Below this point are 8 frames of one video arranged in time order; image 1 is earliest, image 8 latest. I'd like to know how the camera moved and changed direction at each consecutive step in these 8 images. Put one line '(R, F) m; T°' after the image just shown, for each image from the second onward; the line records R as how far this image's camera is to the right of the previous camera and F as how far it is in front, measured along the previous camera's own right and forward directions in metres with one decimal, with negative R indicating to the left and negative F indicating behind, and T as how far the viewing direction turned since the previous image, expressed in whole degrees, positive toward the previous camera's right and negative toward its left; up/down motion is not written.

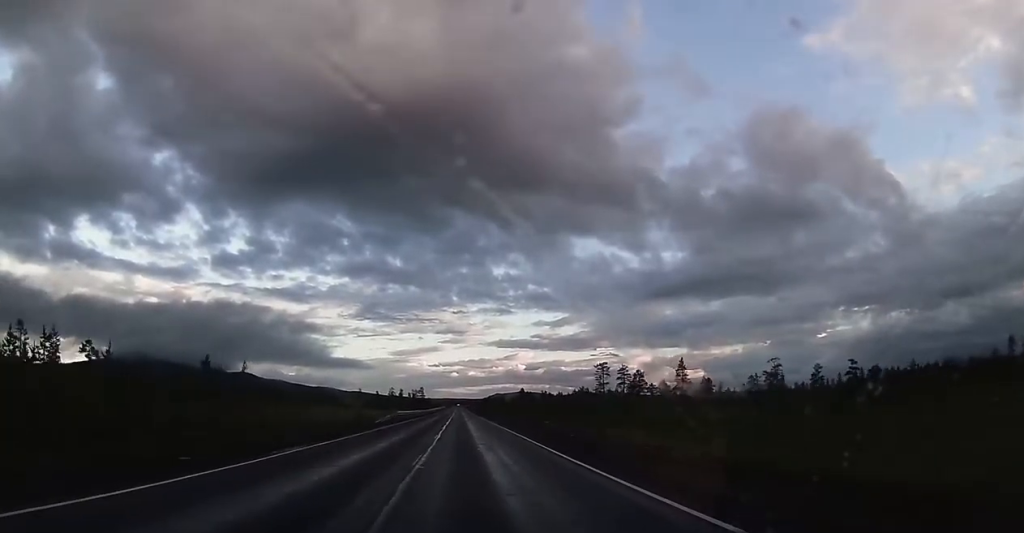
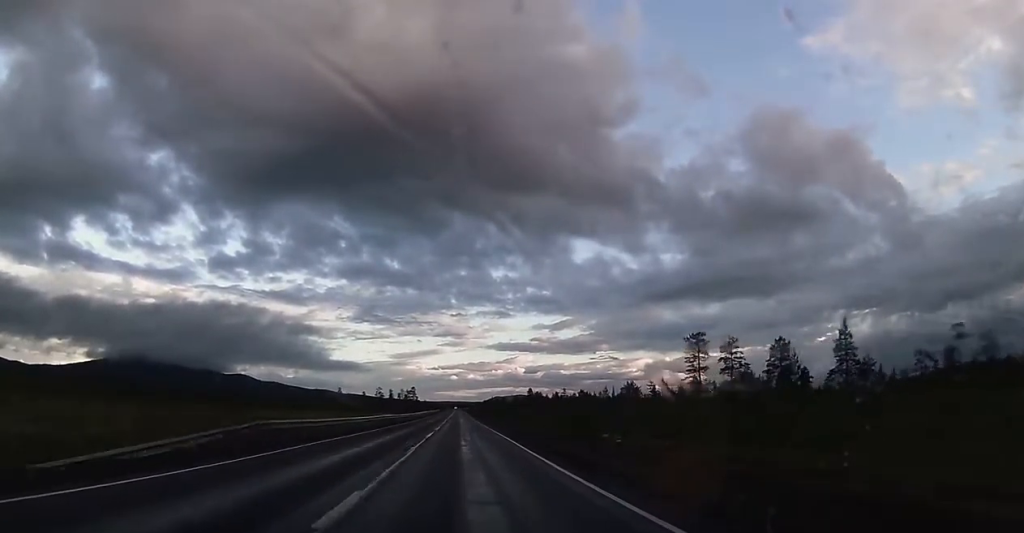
(0.0, +43.5) m; 0°
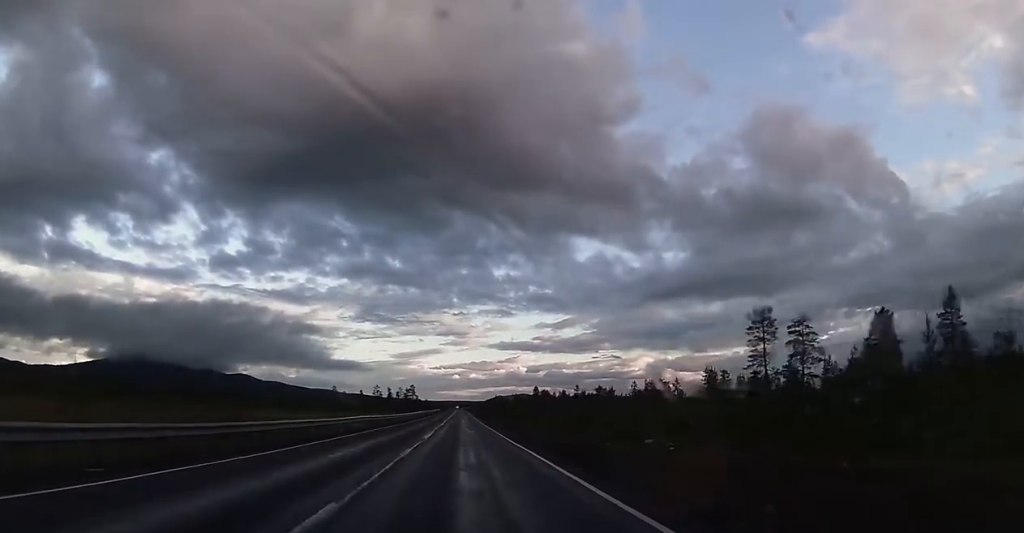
(-0.1, +13.5) m; 0°
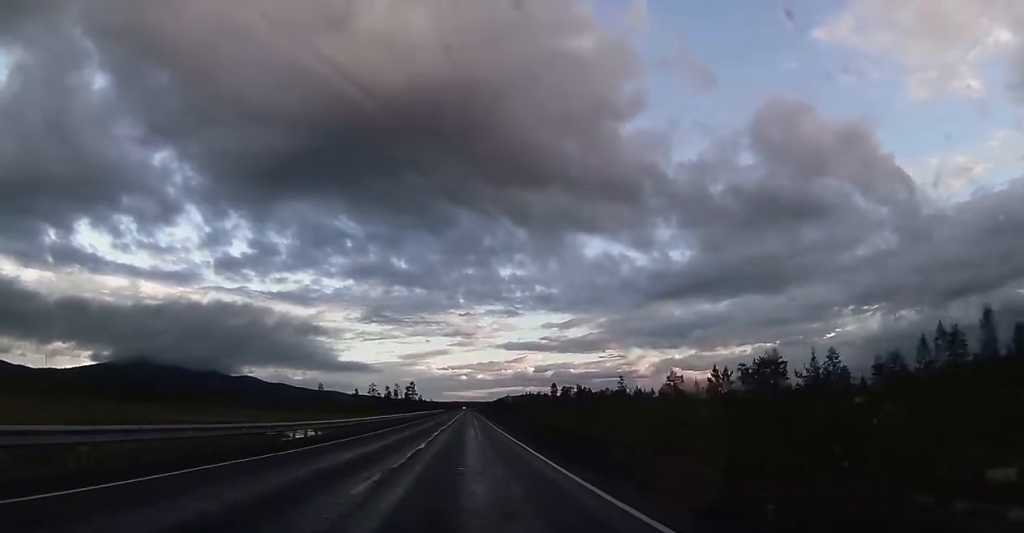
(0.0, +31.7) m; 0°
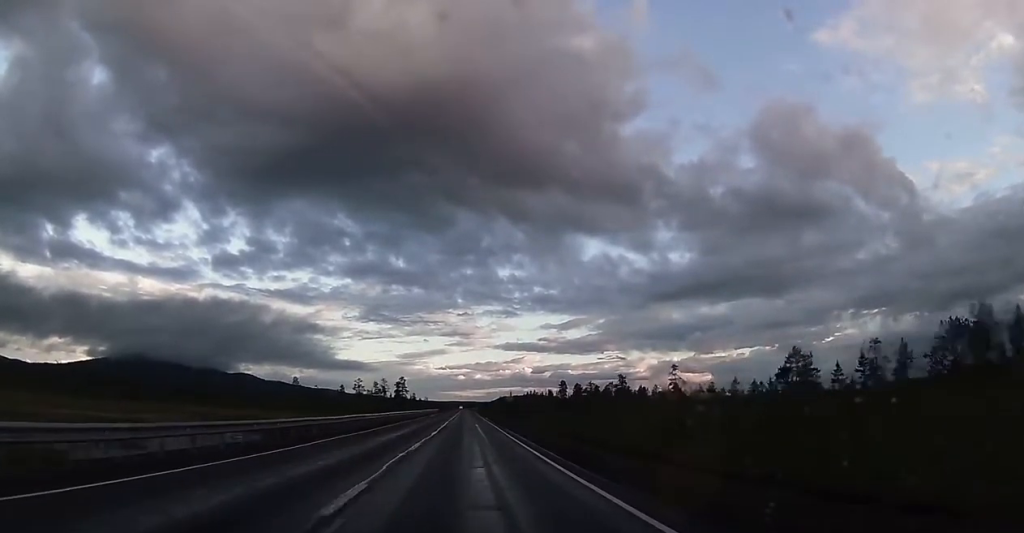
(0.0, +26.0) m; 0°
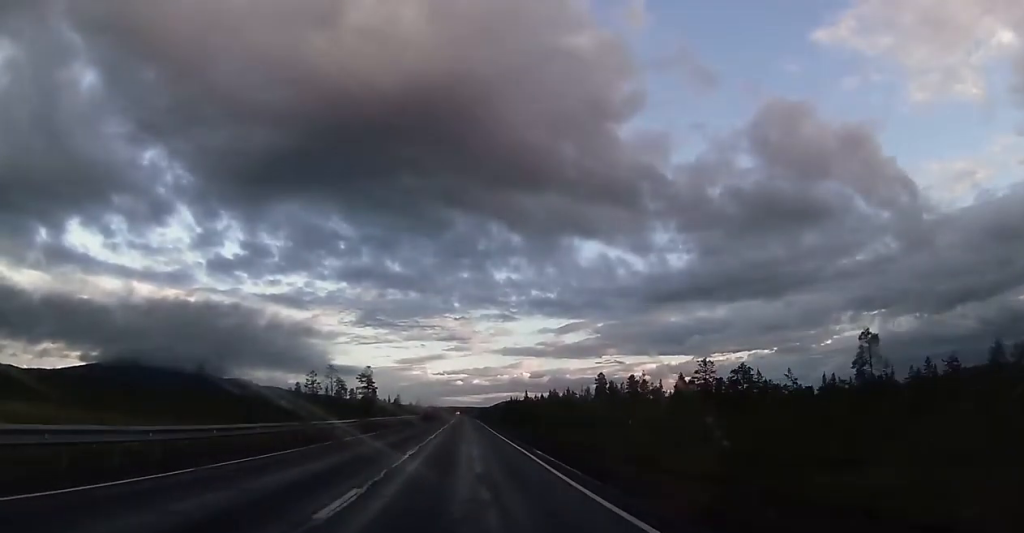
(0.0, +59.9) m; 0°
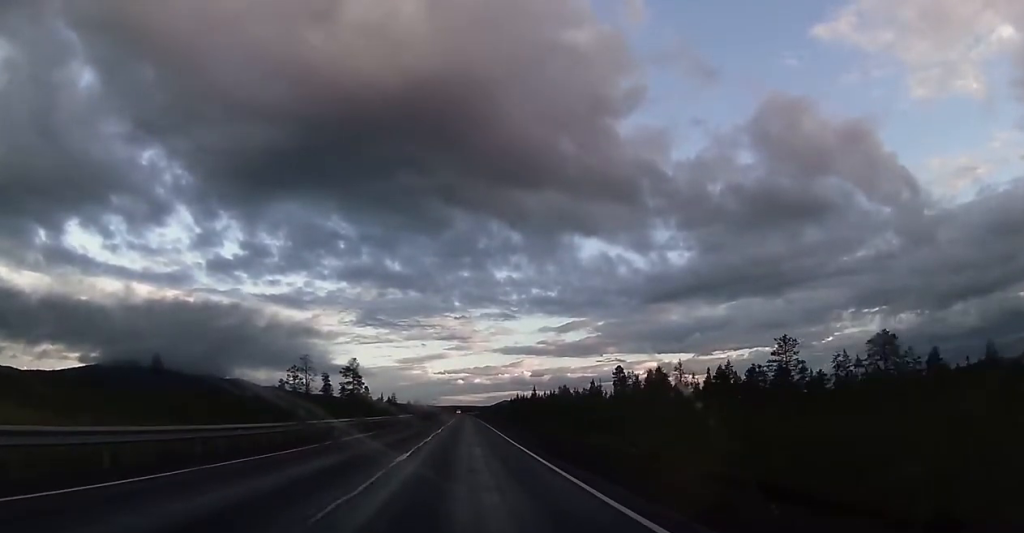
(+0.1, +16.5) m; 0°
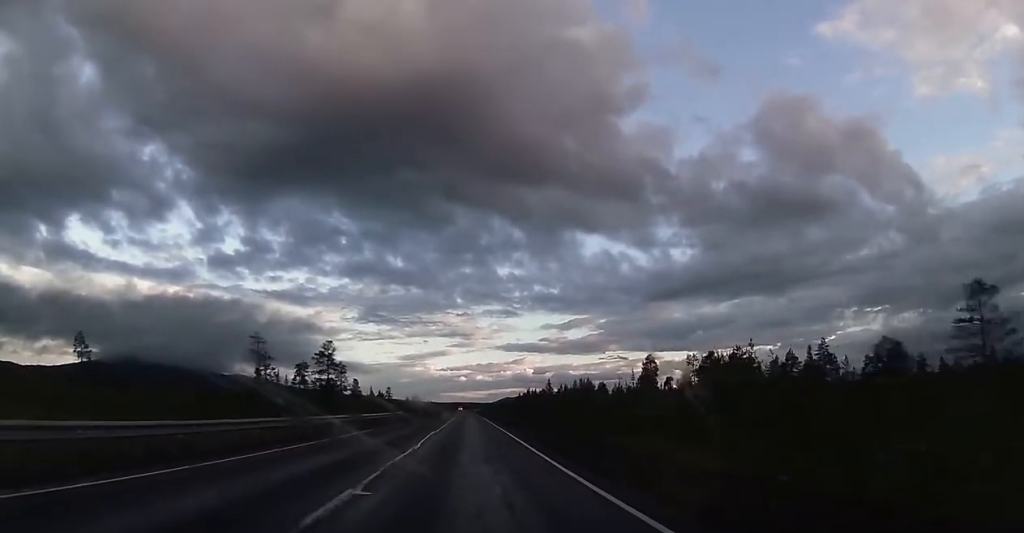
(-0.2, +20.4) m; 0°
